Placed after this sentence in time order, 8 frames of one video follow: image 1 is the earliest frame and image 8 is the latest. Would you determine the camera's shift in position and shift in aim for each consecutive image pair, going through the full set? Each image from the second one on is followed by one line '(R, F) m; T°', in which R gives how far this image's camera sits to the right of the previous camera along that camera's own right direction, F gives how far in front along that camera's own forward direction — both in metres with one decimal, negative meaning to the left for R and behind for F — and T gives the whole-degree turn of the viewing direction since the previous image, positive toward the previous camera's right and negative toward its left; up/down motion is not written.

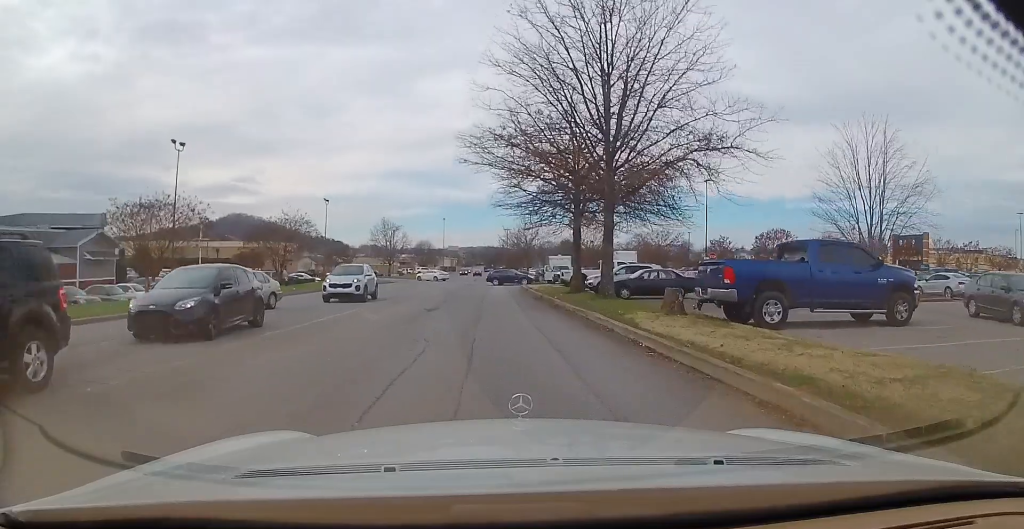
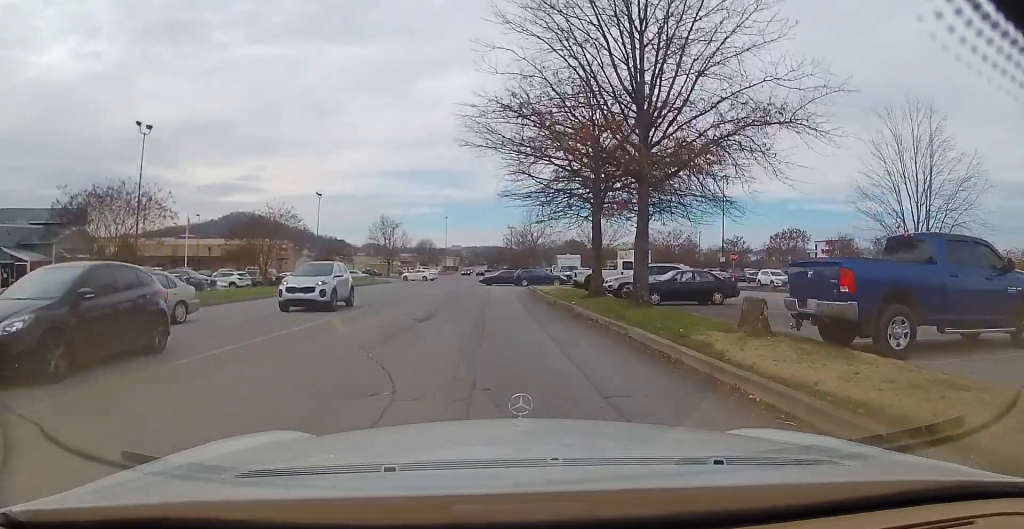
(0.0, +3.9) m; 0°
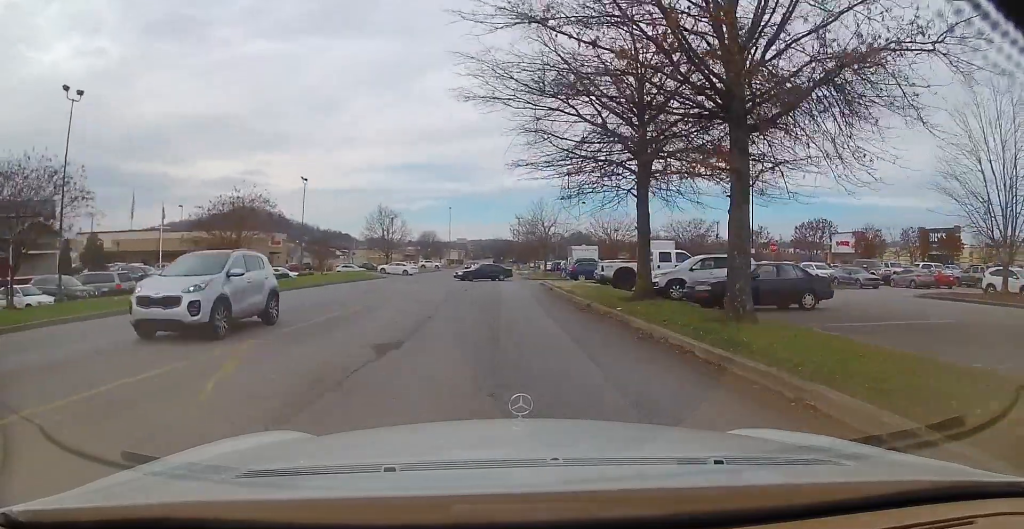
(0.0, +6.0) m; 0°
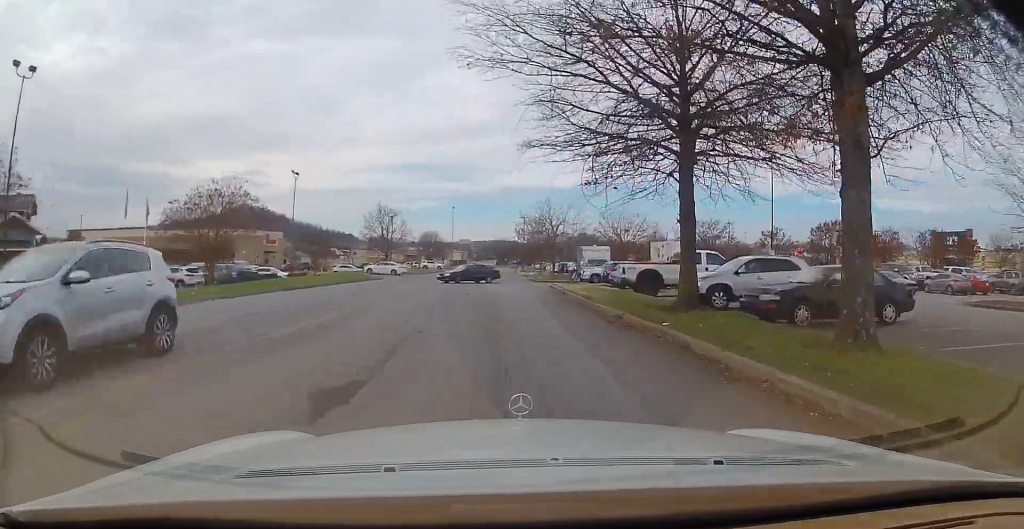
(0.0, +3.5) m; 0°
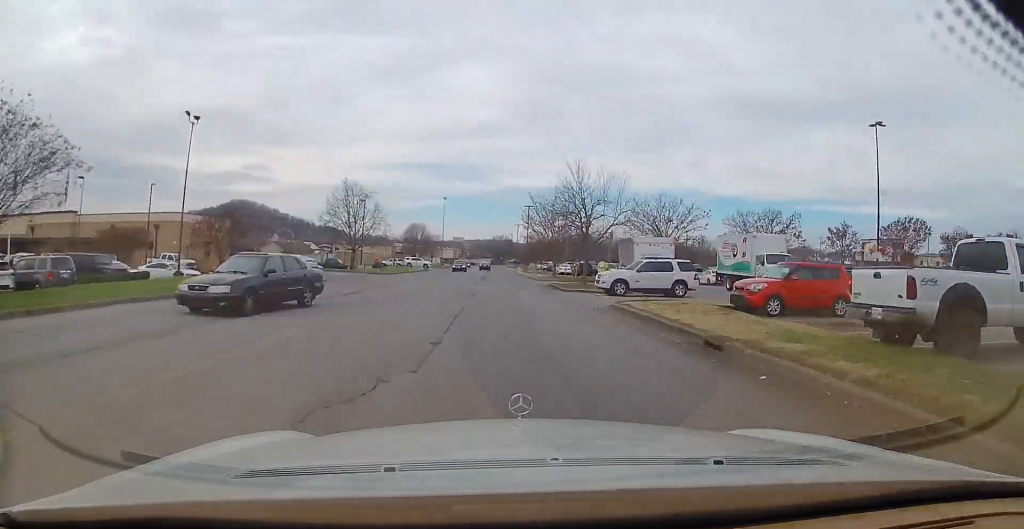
(+0.2, +18.1) m; +3°
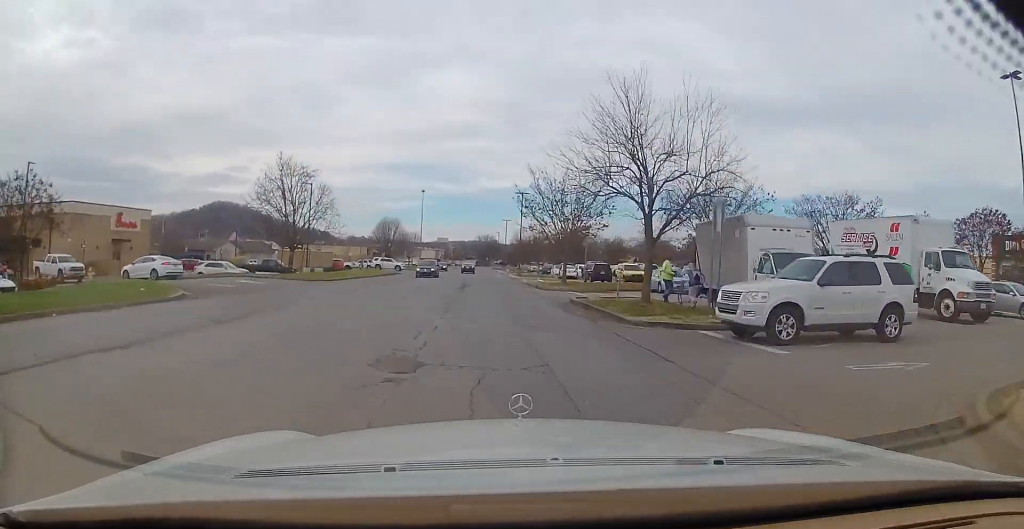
(+0.4, +16.7) m; -2°
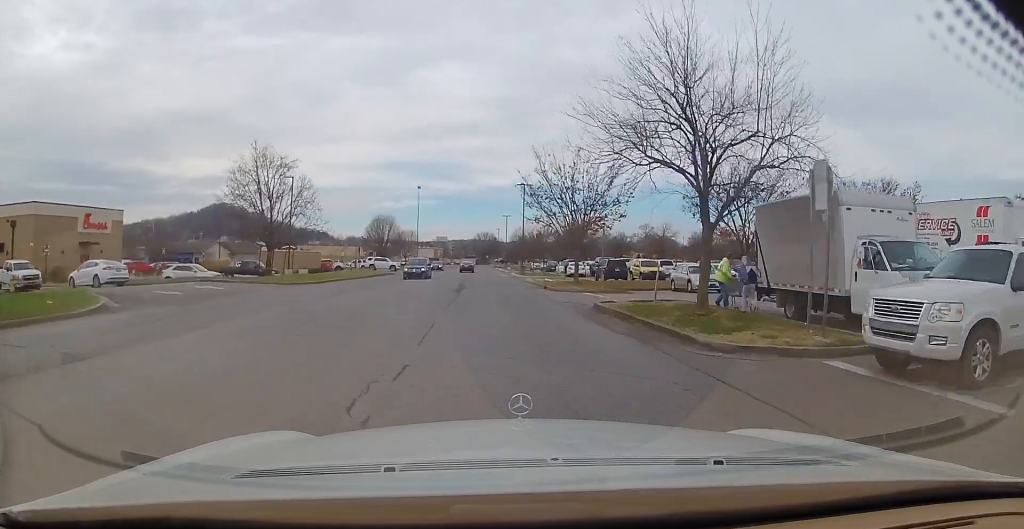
(-0.3, +5.3) m; 0°
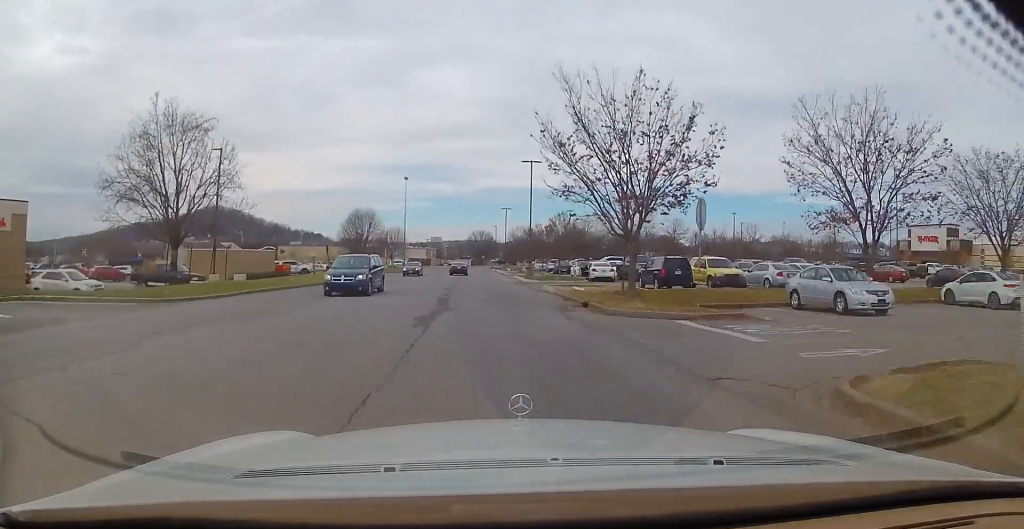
(0.0, +14.4) m; +3°
